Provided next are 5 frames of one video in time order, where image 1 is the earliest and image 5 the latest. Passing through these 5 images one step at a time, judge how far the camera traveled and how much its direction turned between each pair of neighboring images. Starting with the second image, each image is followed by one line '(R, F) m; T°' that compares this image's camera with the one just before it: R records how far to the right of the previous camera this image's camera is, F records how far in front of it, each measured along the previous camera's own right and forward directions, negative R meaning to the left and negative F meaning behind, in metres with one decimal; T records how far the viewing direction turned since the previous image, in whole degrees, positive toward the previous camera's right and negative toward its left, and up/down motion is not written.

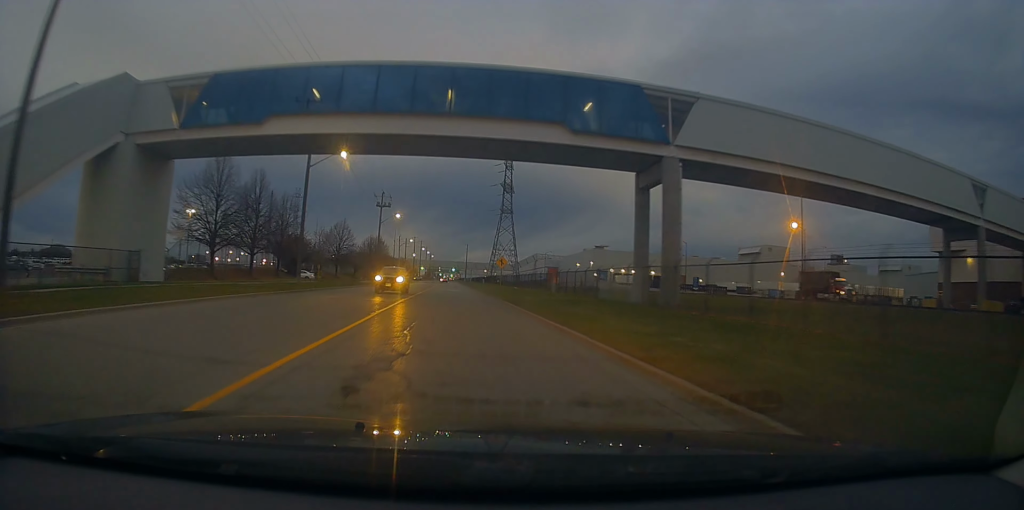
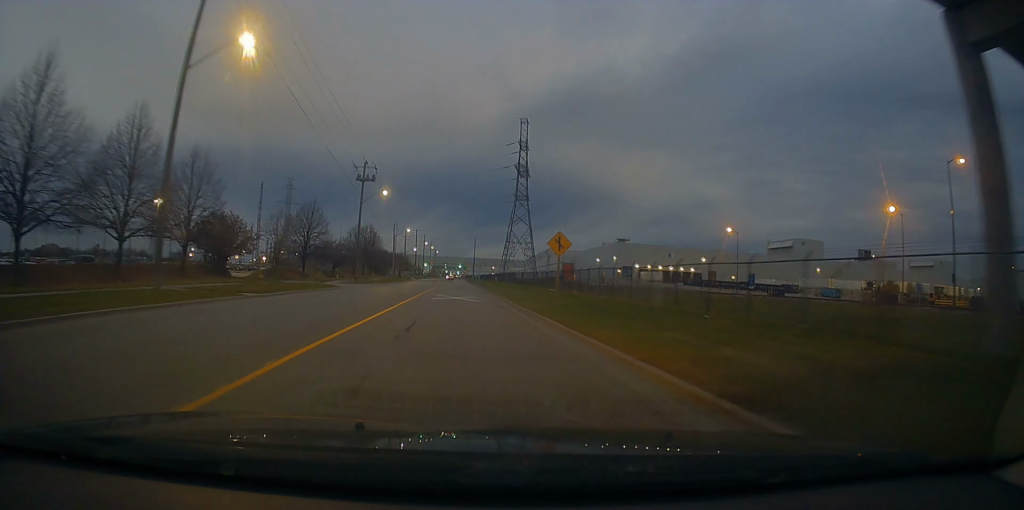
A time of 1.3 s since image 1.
(+0.1, +24.1) m; +1°
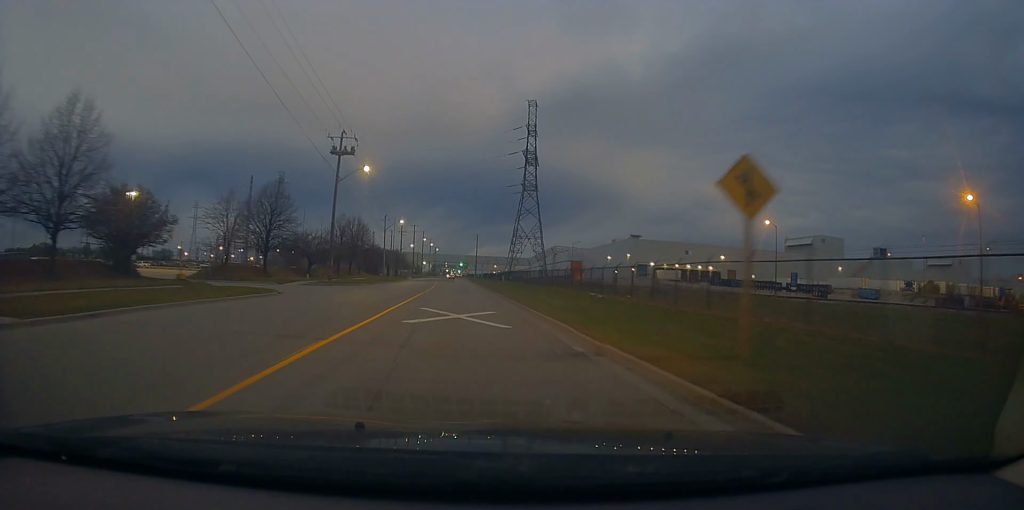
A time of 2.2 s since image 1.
(+0.2, +15.3) m; 0°
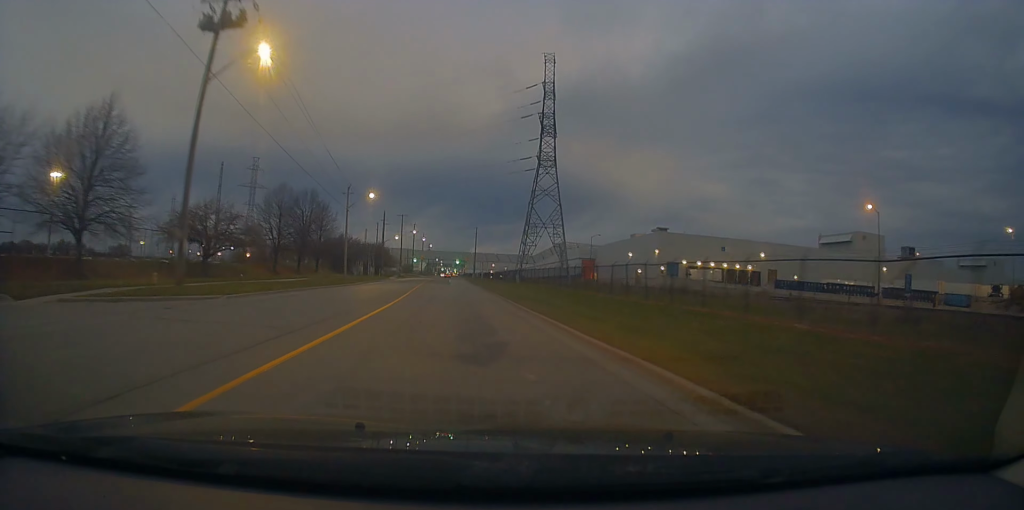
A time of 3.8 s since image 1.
(-0.1, +30.5) m; +1°
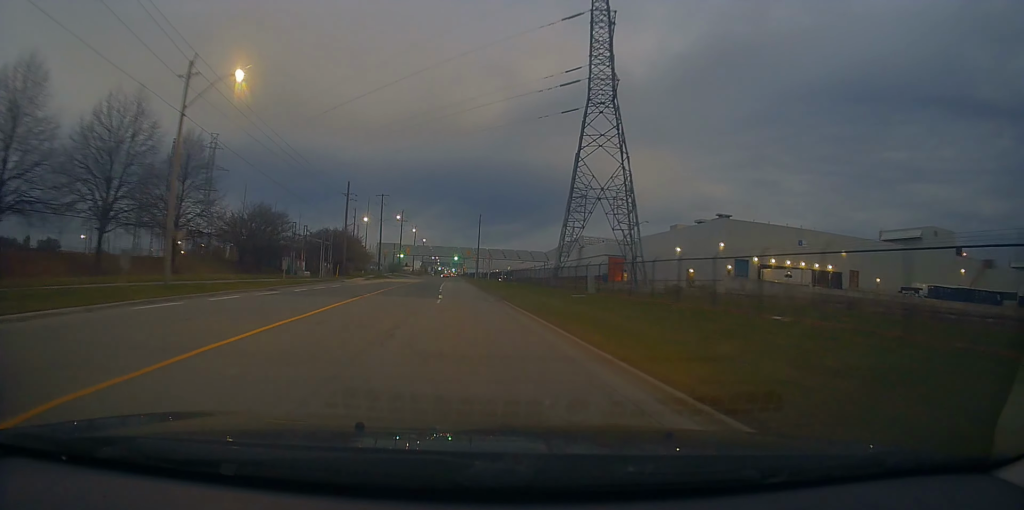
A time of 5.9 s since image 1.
(-0.3, +41.3) m; -1°
